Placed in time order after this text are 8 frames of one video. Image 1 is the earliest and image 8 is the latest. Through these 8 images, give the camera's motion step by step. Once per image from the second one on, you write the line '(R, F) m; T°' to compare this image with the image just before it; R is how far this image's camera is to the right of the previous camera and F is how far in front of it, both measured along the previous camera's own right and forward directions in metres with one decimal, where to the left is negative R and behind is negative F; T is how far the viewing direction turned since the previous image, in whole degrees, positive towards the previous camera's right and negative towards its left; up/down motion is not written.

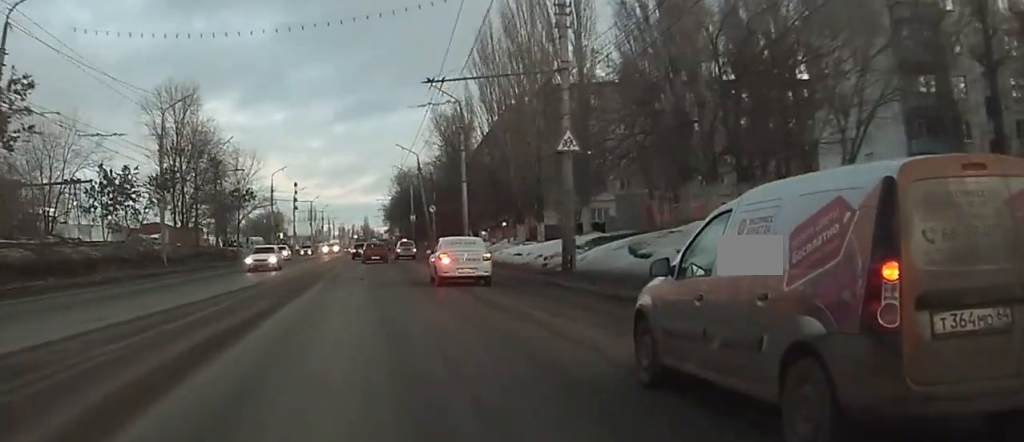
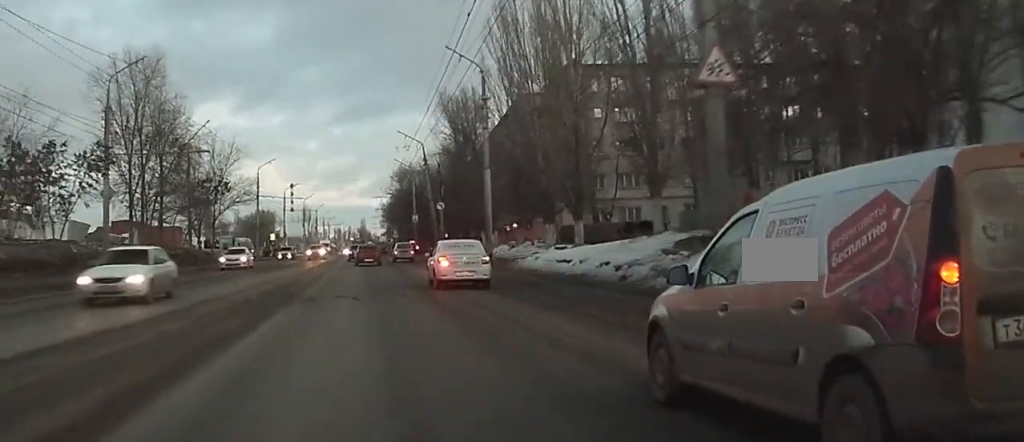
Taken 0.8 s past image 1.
(0.0, +12.2) m; +1°
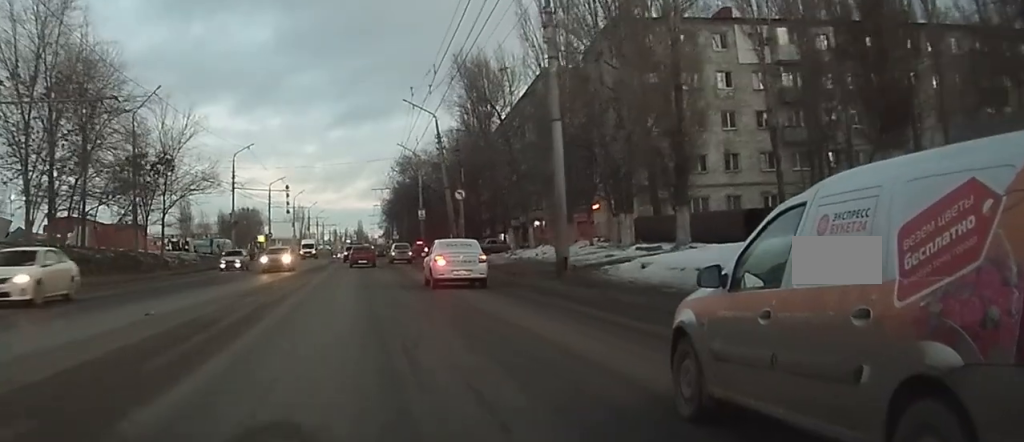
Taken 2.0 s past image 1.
(+0.2, +17.7) m; +1°
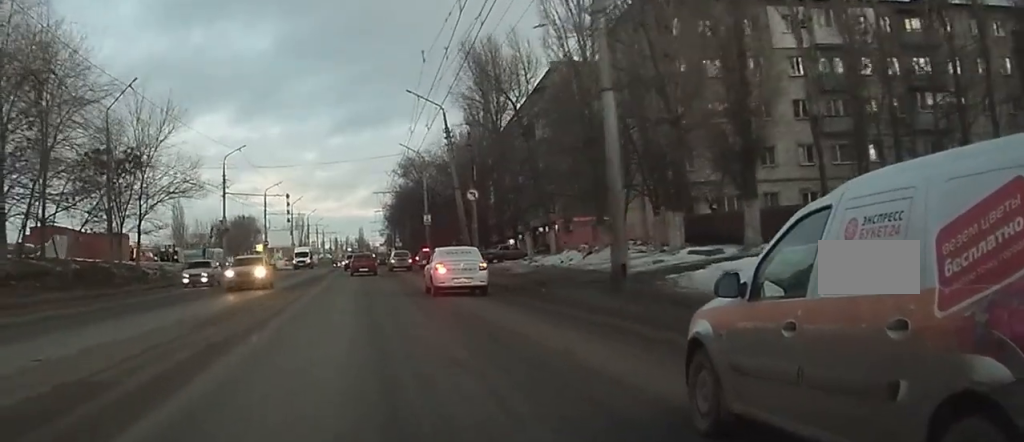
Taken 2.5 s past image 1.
(0.0, +6.4) m; 0°
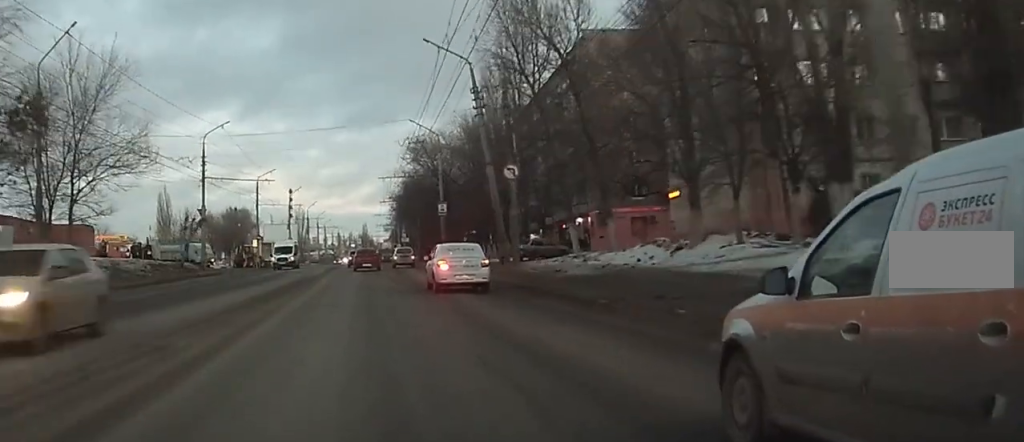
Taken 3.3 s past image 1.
(0.0, +12.5) m; 0°
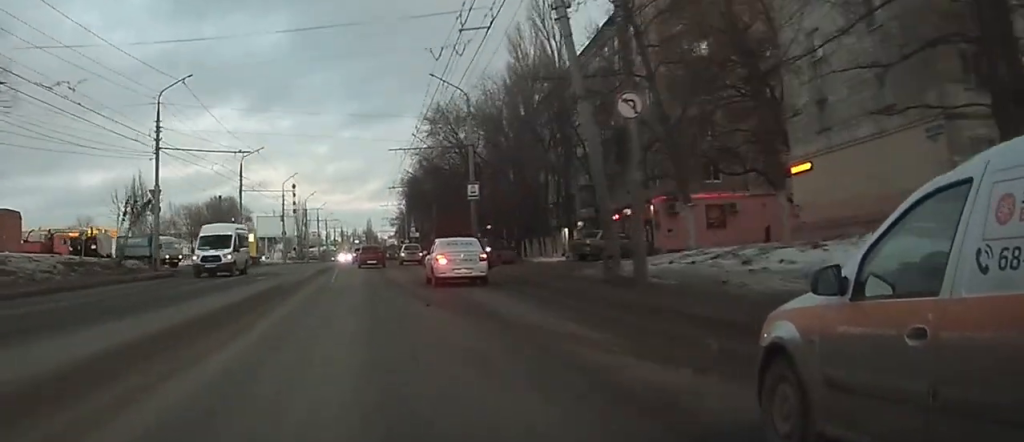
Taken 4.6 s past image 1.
(-0.1, +17.2) m; 0°
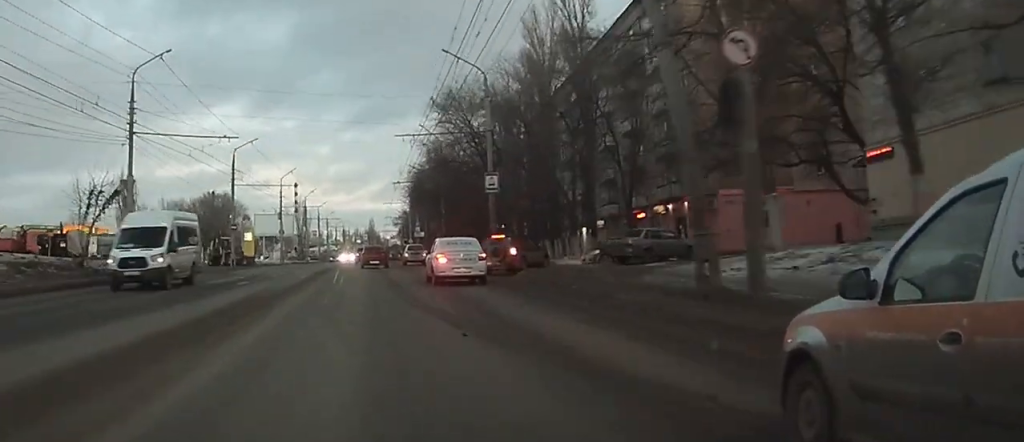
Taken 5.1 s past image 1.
(0.0, +6.8) m; 0°
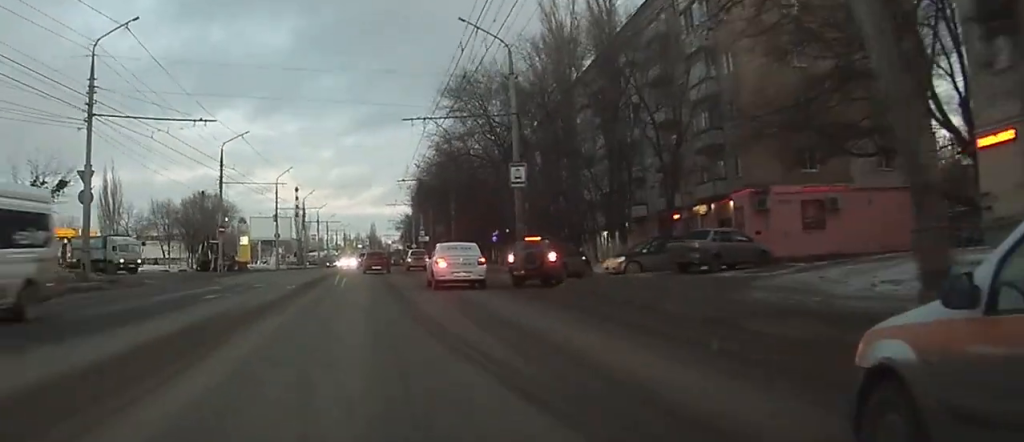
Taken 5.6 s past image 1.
(0.0, +7.6) m; 0°
